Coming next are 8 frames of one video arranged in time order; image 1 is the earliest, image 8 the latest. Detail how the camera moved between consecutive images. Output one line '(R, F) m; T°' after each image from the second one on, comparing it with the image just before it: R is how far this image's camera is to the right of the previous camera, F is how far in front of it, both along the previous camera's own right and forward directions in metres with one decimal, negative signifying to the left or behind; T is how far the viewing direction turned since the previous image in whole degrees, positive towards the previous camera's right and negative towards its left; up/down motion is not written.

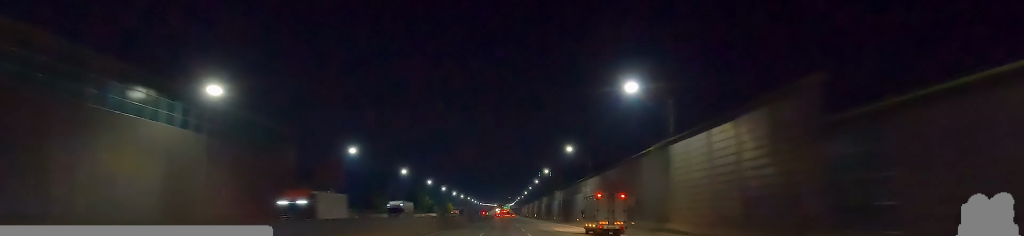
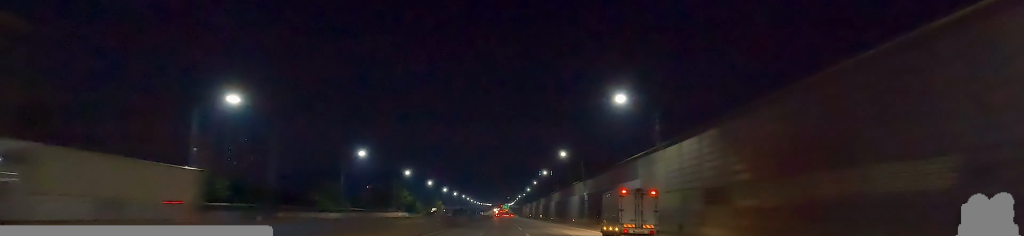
(-0.5, +38.6) m; -2°
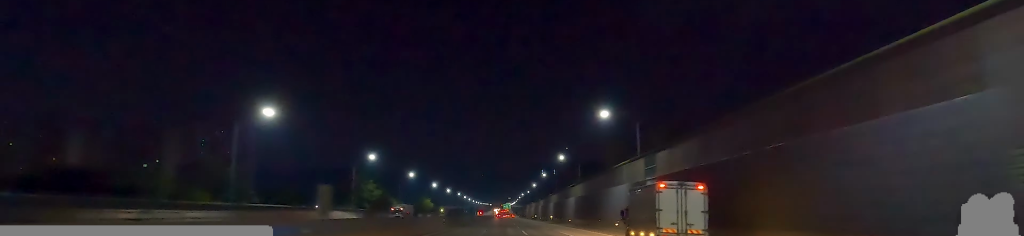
(+0.5, +37.6) m; +2°
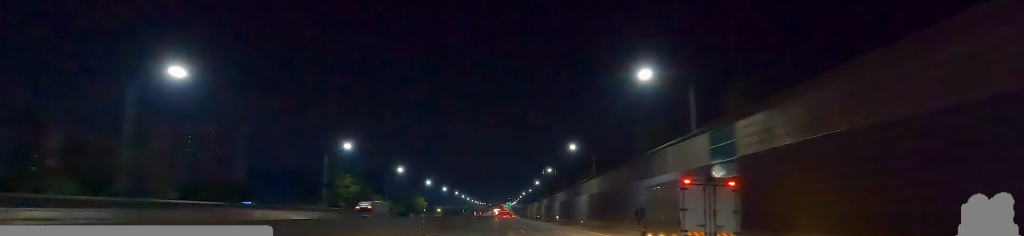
(+0.6, +16.0) m; 0°
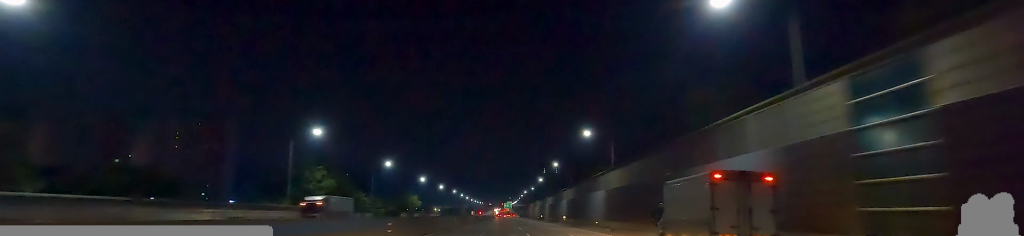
(-0.1, +13.9) m; -1°
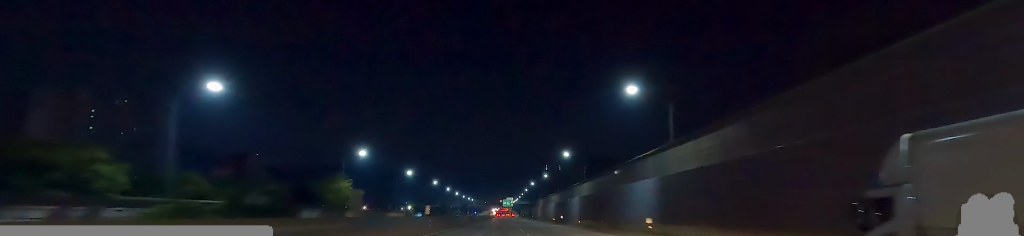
(-1.8, +67.8) m; 0°
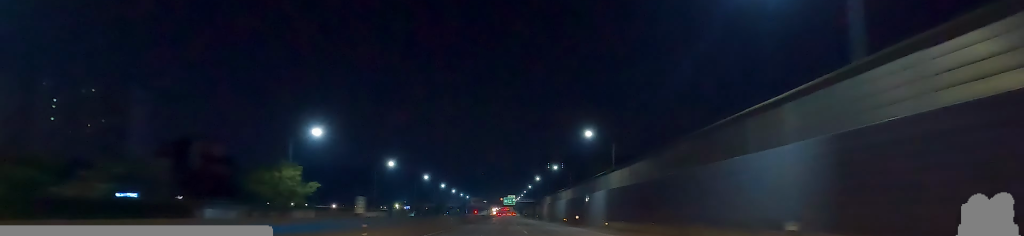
(+0.4, +23.4) m; +1°
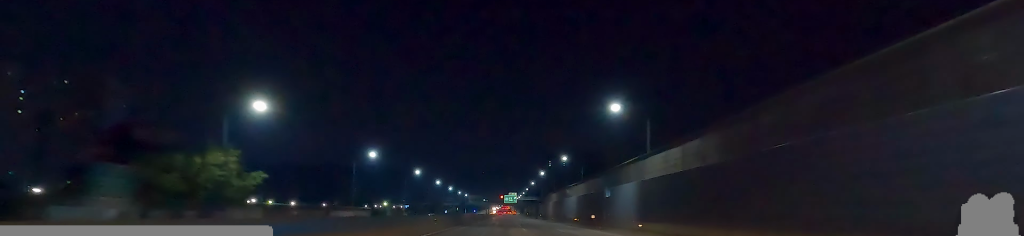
(+0.4, +16.5) m; 0°
